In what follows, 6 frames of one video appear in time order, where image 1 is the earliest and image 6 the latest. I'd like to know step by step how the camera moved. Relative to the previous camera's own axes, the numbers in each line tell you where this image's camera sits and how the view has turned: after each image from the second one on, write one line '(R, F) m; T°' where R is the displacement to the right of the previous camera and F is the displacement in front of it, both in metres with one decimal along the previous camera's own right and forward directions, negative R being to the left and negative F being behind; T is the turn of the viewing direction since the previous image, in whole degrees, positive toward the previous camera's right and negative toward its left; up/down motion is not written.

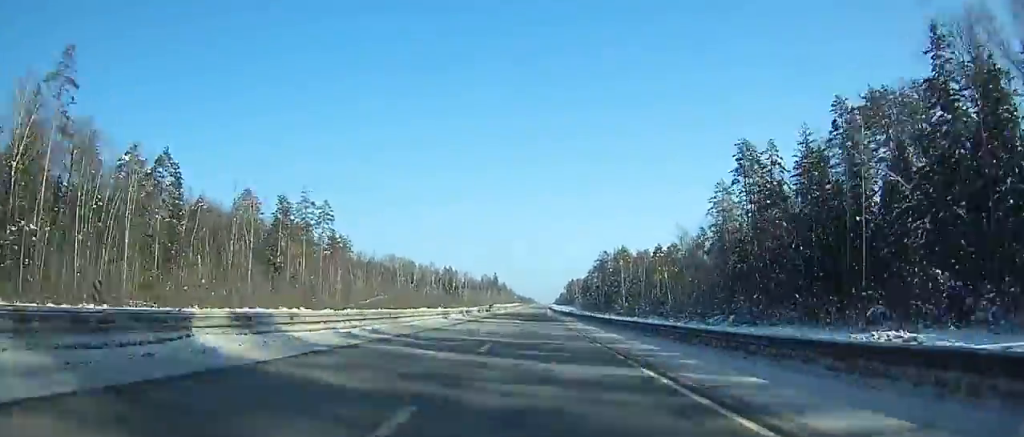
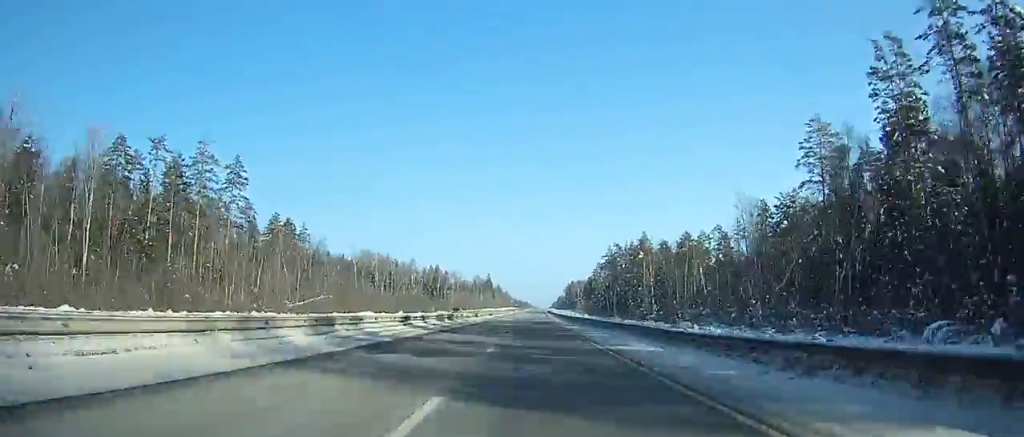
(-0.7, +52.0) m; +2°
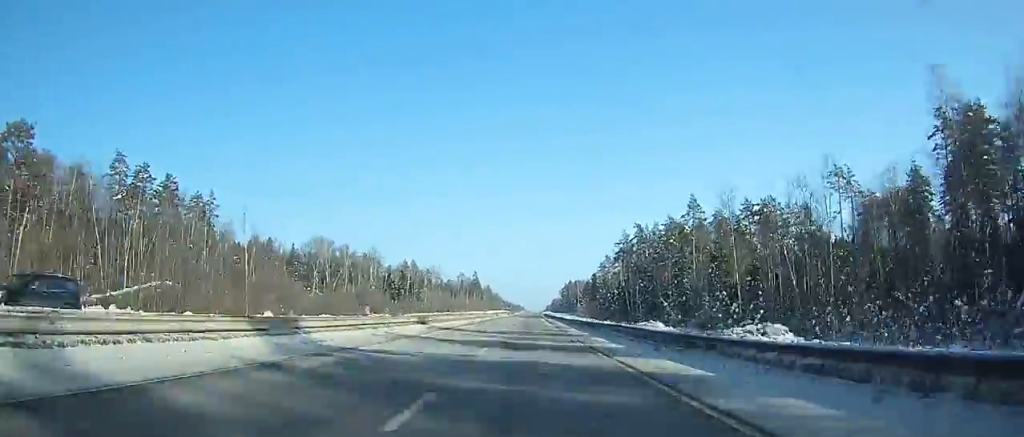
(+2.8, +63.4) m; -2°
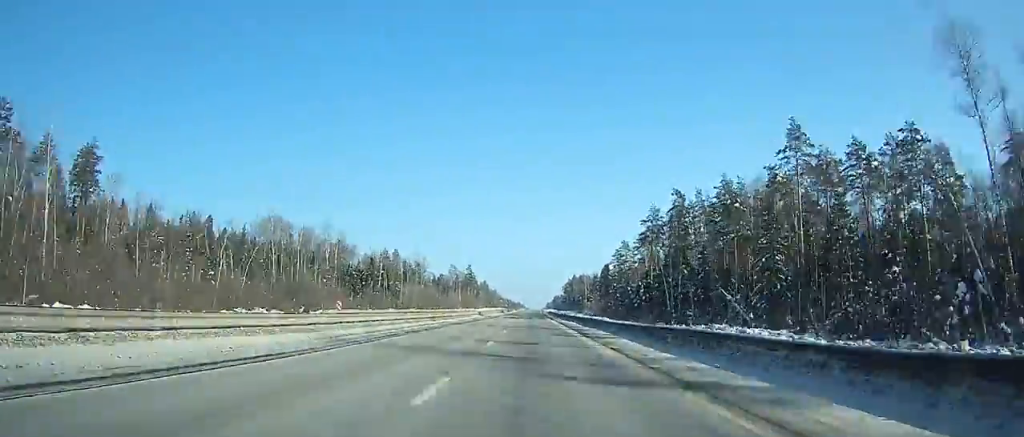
(0.0, +45.8) m; -1°
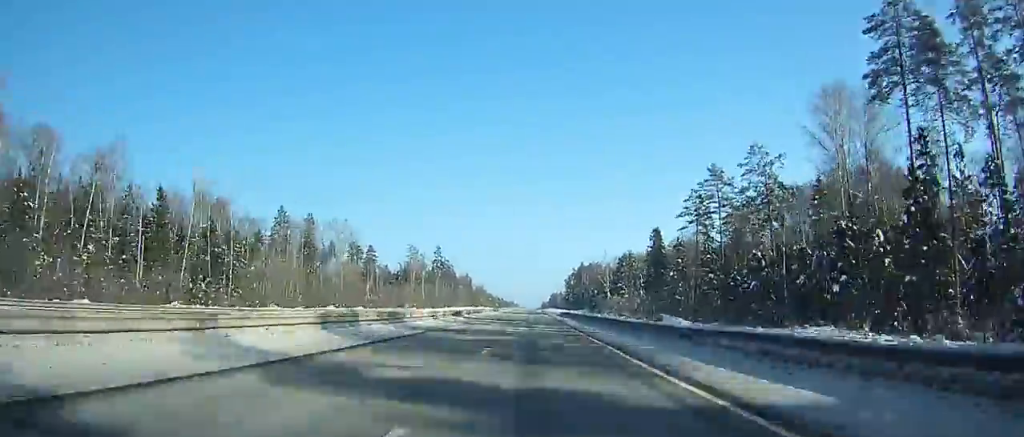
(-4.4, +106.7) m; 0°
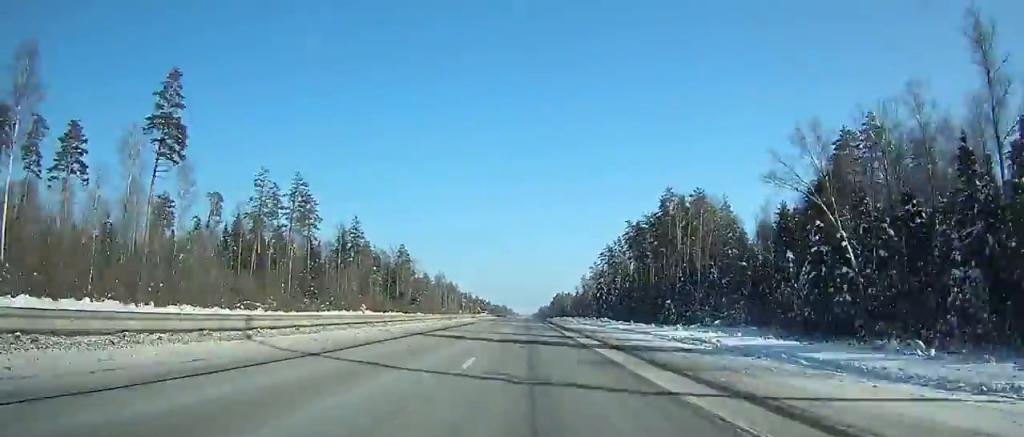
(+5.5, +211.9) m; +1°
